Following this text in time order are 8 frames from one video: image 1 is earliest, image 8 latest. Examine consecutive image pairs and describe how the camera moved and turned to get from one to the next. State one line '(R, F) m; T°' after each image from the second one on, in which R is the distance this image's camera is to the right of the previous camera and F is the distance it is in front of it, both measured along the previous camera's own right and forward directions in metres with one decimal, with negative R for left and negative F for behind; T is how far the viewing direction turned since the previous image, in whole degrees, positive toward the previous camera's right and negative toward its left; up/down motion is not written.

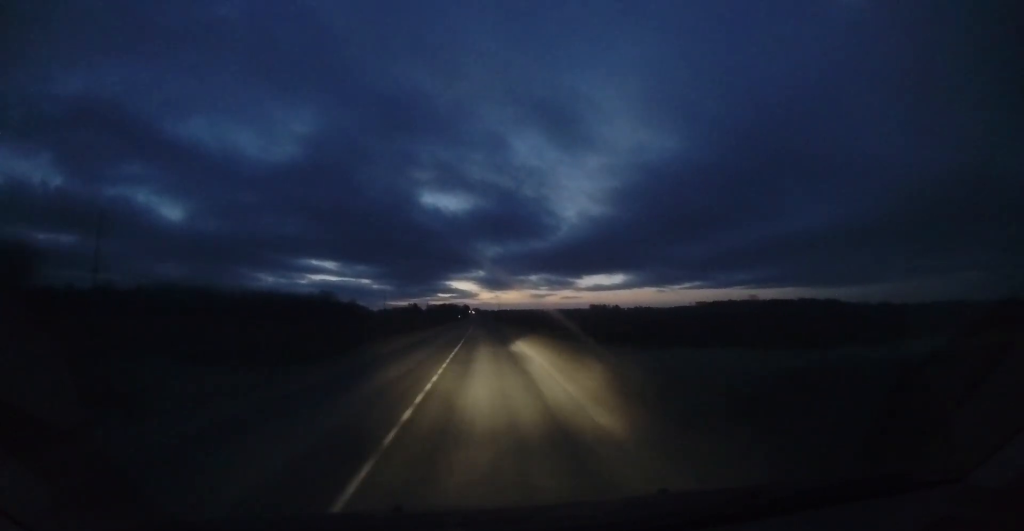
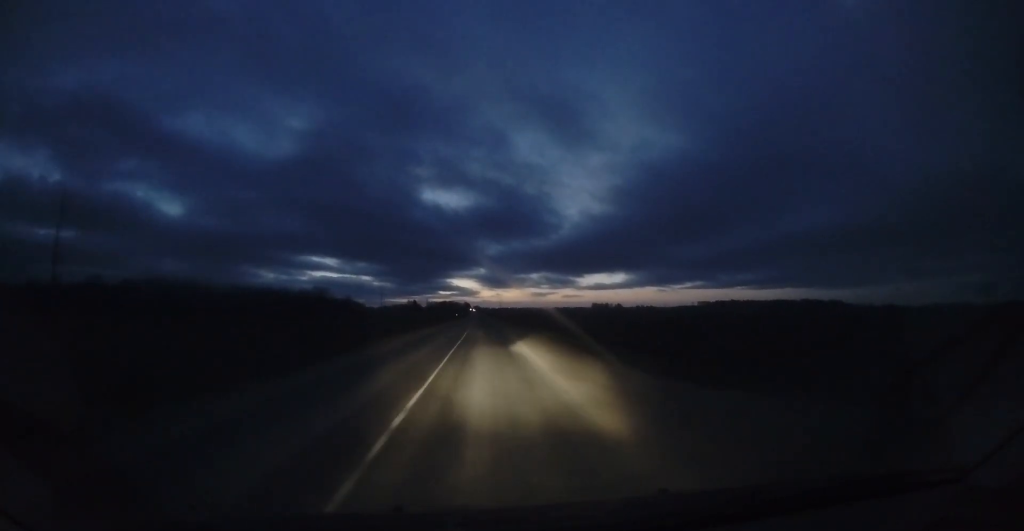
(+0.1, +10.8) m; 0°
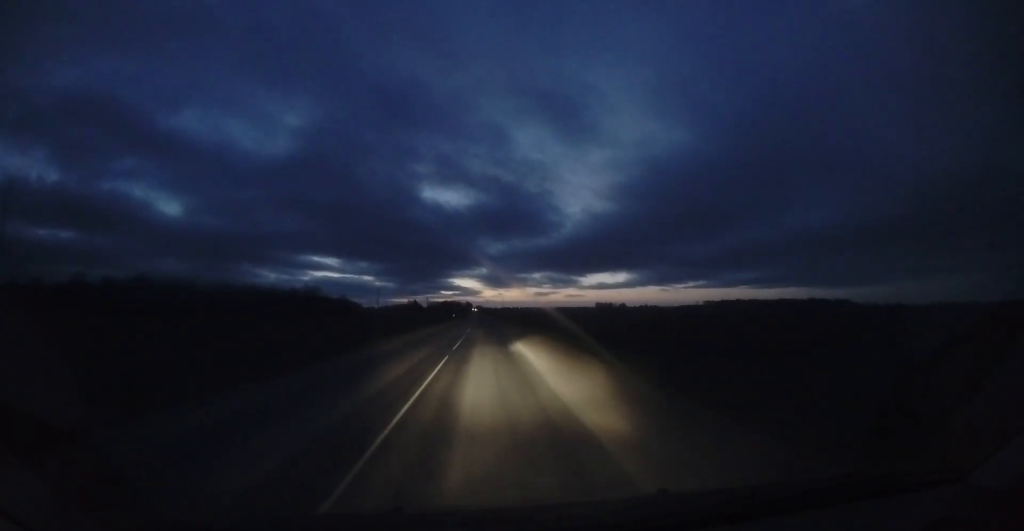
(-0.1, +13.4) m; 0°
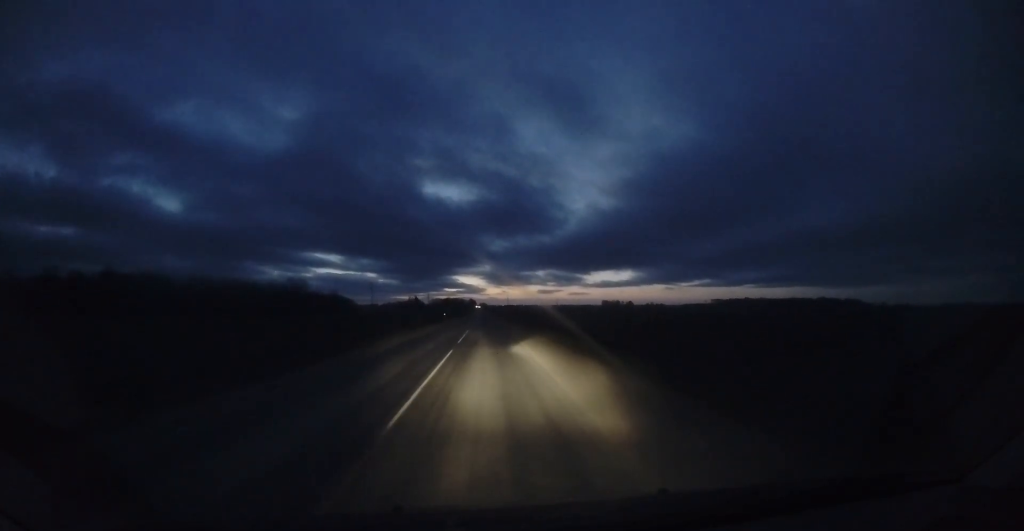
(-0.3, +21.6) m; 0°
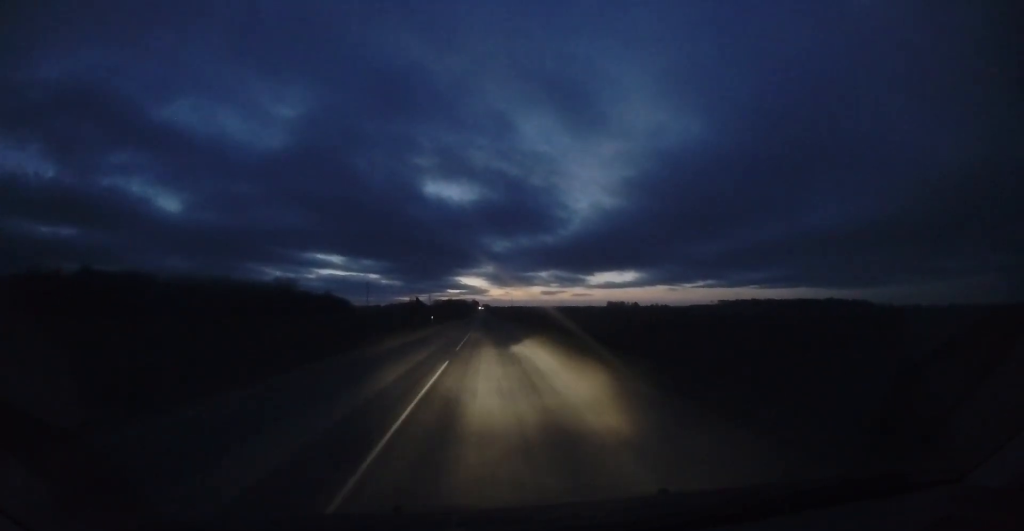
(+0.2, +14.7) m; 0°
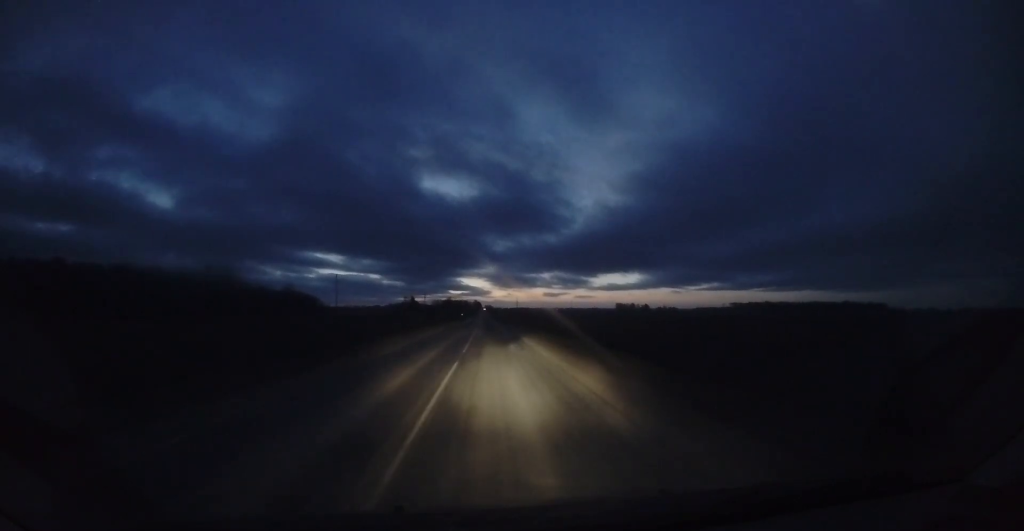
(-0.3, +47.9) m; 0°
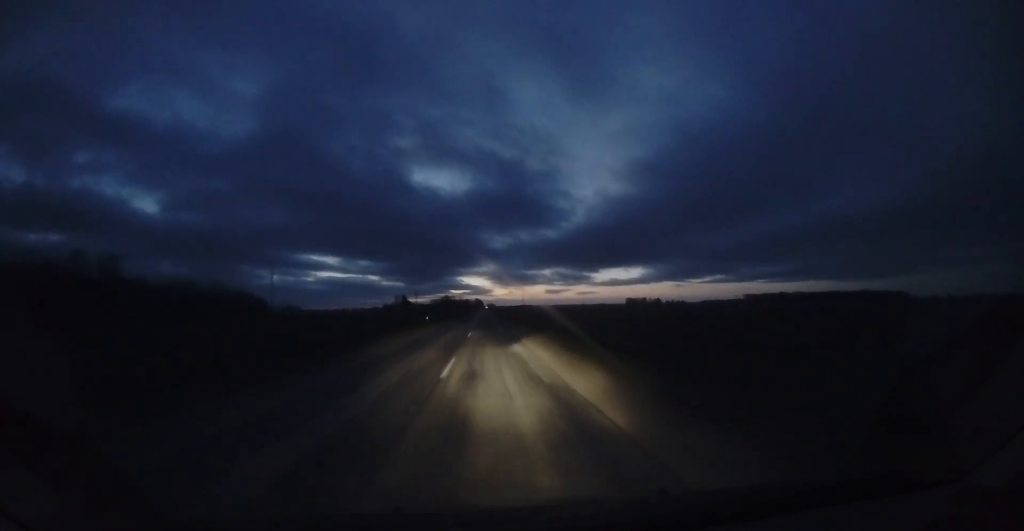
(+0.4, +52.5) m; 0°
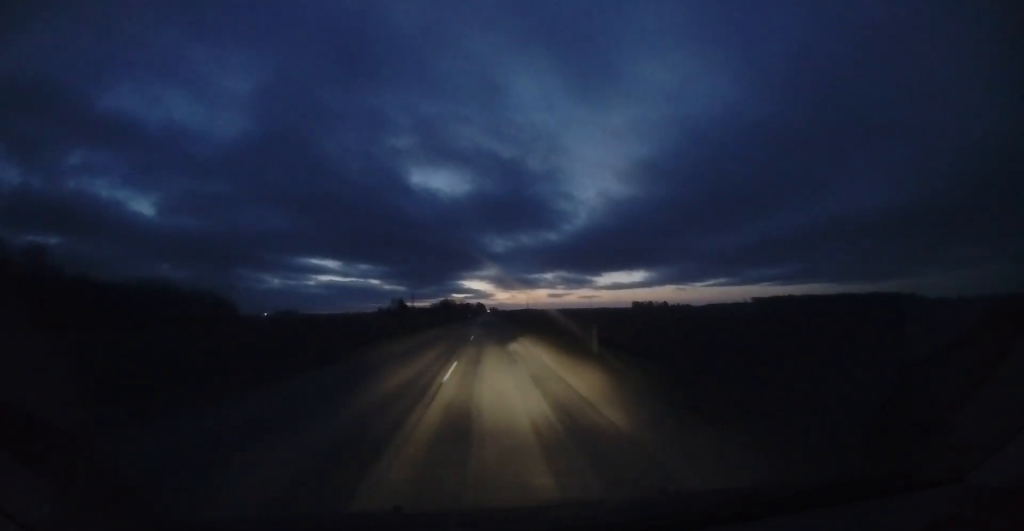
(-0.1, +23.7) m; -1°
